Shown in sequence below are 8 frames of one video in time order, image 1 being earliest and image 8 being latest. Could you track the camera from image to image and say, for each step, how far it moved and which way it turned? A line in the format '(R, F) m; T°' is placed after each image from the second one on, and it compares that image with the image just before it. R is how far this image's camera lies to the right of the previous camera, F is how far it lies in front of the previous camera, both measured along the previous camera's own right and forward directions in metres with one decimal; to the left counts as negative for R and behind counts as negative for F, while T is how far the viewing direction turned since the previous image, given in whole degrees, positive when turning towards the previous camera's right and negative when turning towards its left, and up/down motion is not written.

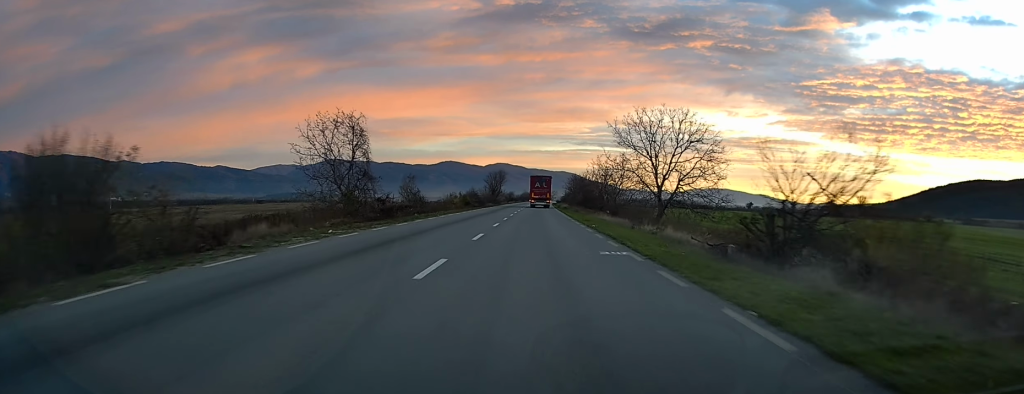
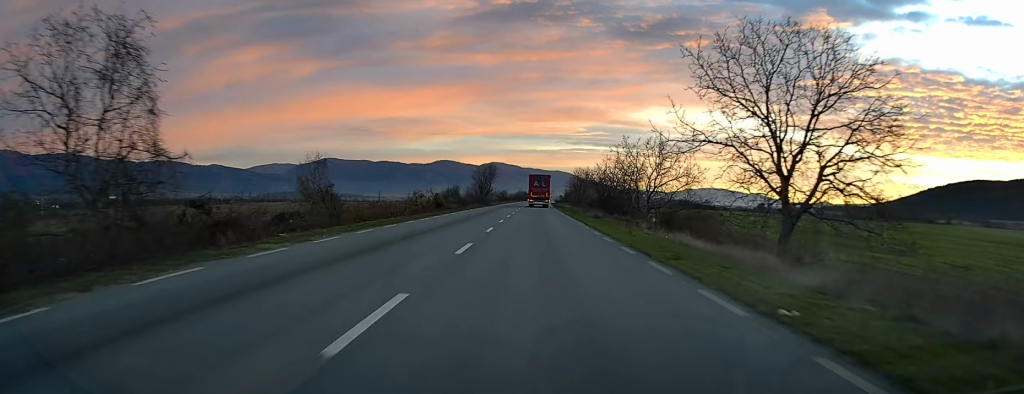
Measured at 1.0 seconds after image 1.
(-0.3, +22.7) m; 0°
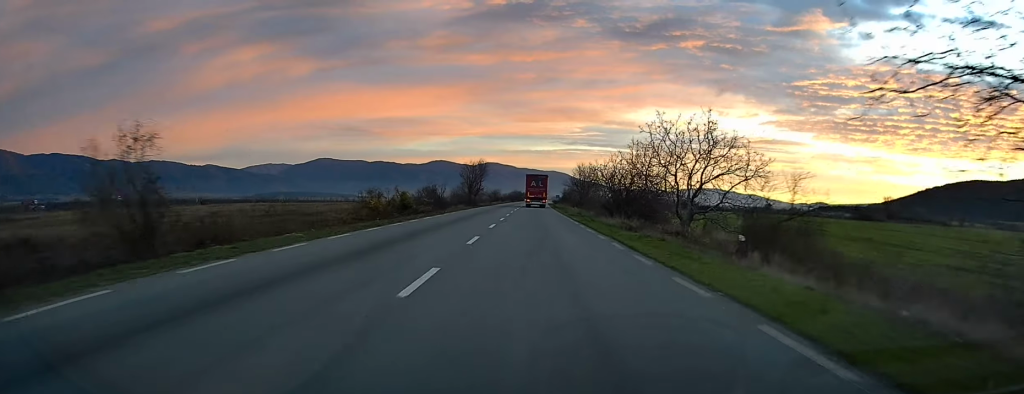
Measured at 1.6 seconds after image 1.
(+0.2, +14.8) m; +1°
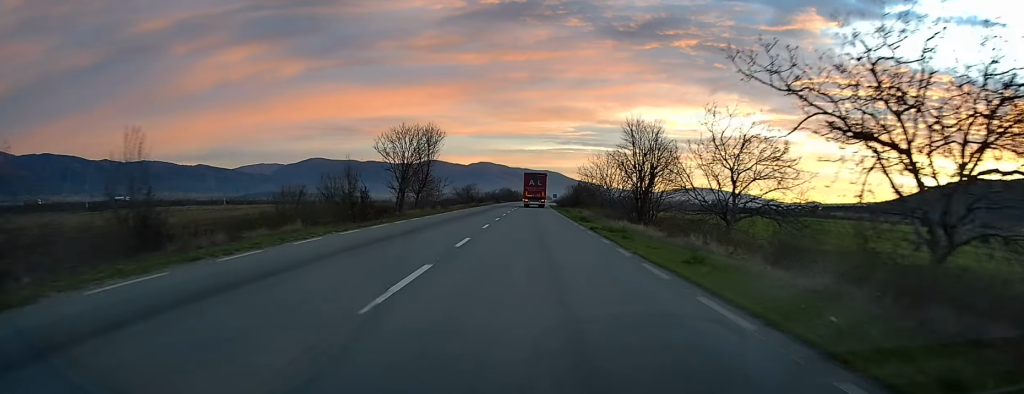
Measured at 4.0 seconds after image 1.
(+0.3, +54.8) m; +1°
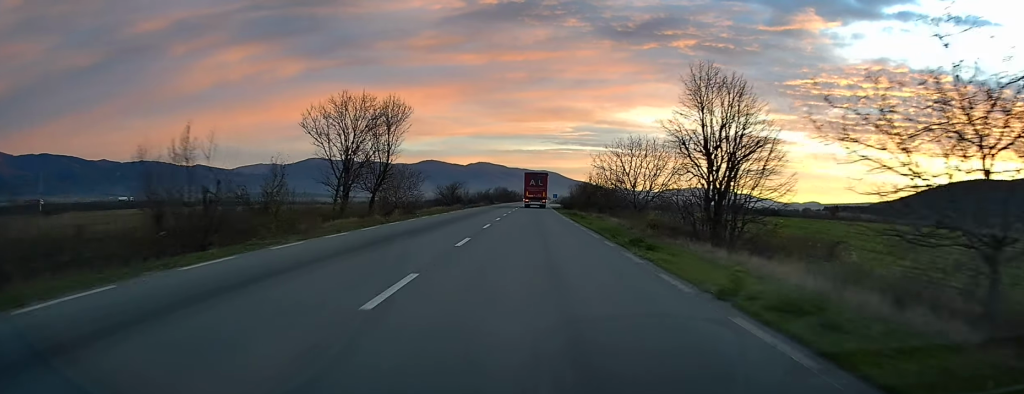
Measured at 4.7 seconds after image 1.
(+0.2, +17.6) m; 0°
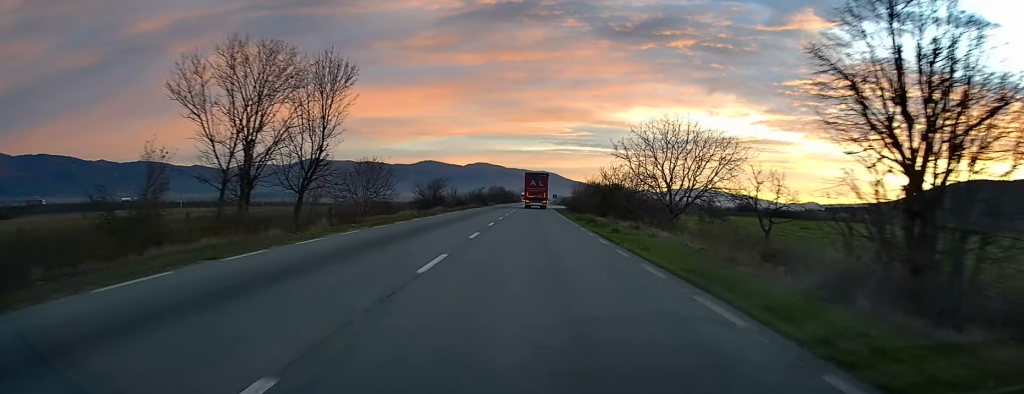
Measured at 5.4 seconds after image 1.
(0.0, +14.5) m; 0°
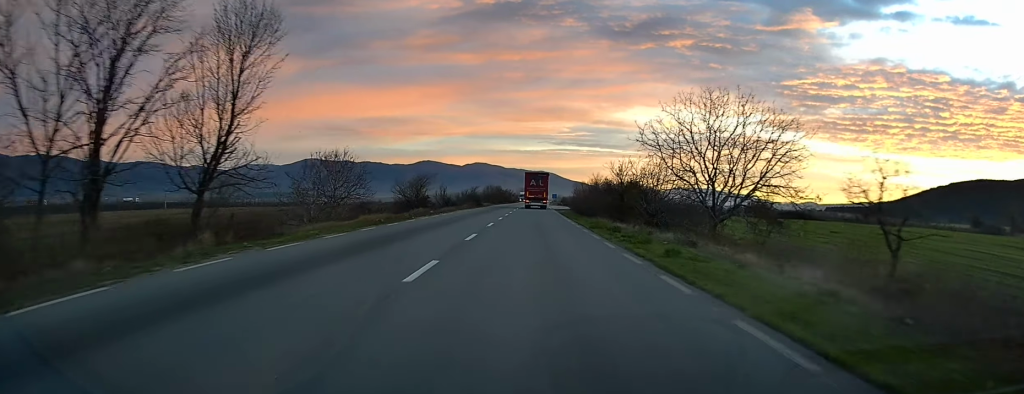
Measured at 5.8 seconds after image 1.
(-0.2, +9.9) m; 0°
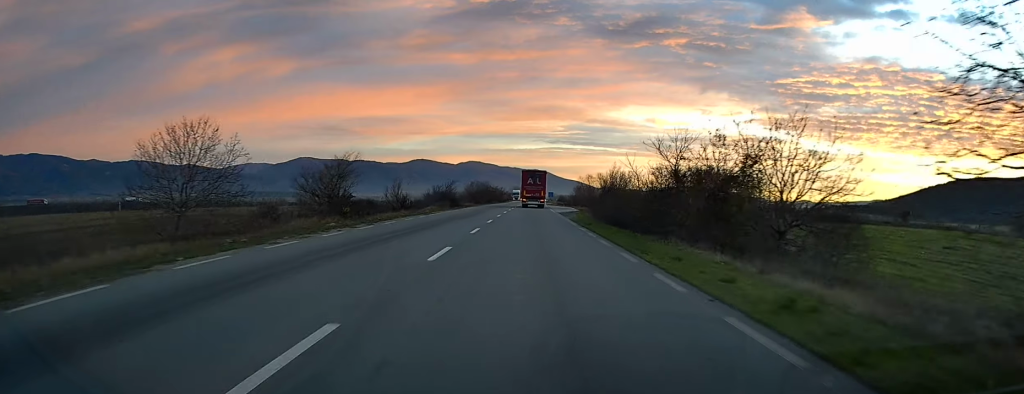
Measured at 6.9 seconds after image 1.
(+0.2, +24.3) m; +1°
